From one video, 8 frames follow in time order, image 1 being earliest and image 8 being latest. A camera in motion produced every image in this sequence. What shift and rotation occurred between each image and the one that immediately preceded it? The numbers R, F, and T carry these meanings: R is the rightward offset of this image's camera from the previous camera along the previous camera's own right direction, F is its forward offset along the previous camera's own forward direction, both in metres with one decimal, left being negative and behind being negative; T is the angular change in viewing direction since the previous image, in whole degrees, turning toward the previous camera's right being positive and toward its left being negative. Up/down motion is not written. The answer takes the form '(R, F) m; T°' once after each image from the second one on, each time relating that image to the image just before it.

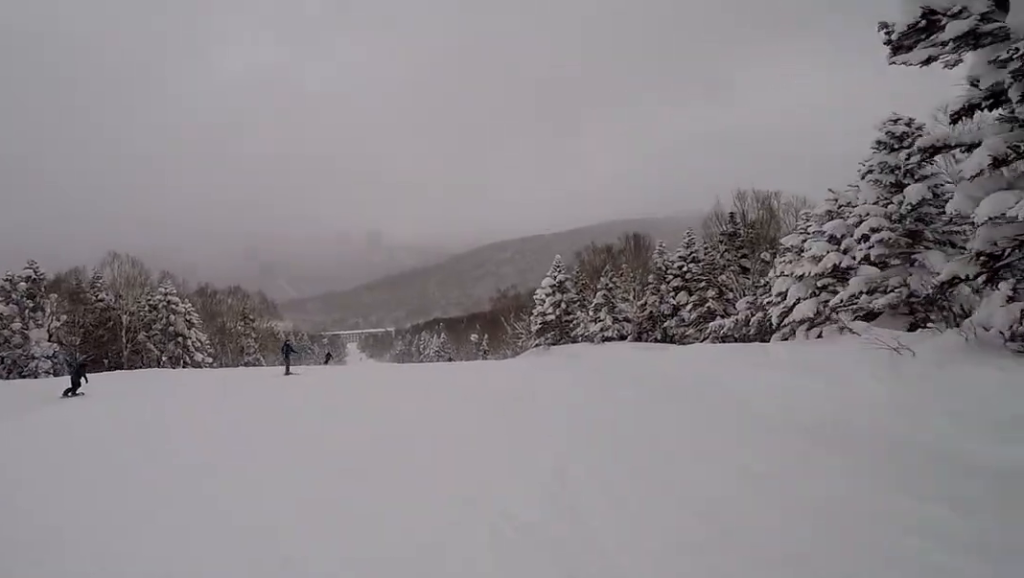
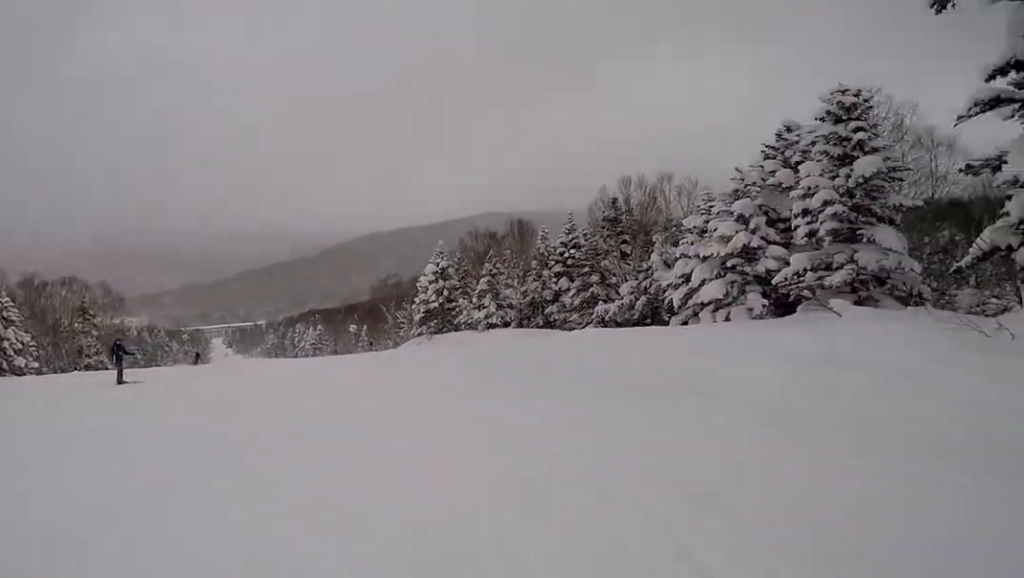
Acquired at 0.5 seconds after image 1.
(+0.3, +2.8) m; +6°
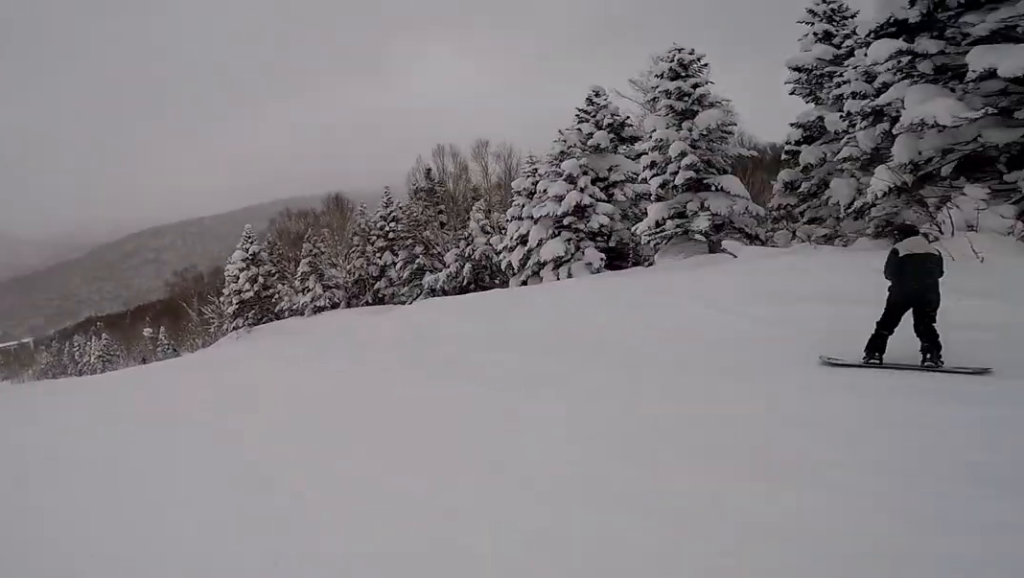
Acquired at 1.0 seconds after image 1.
(+0.1, +2.4) m; +5°
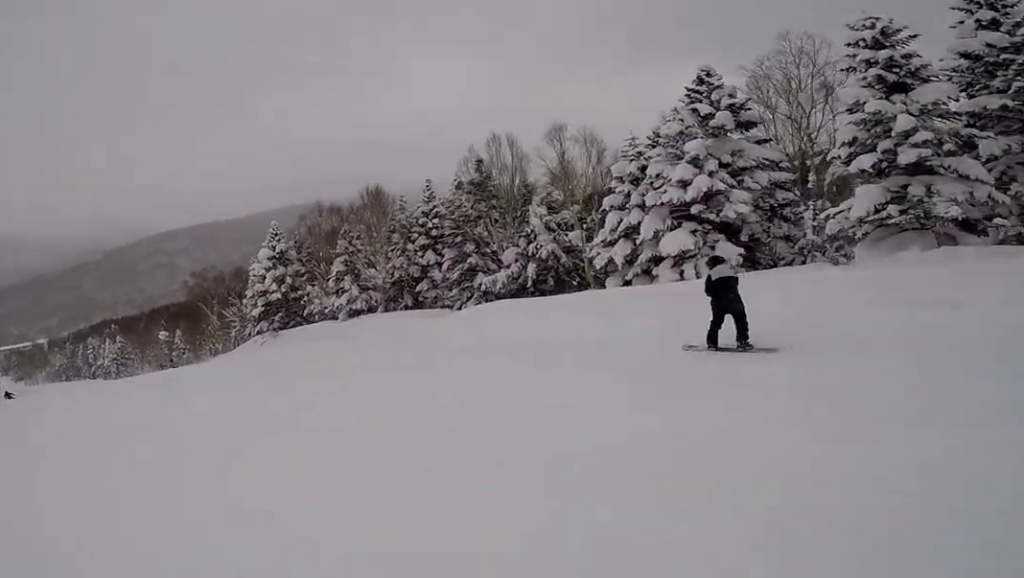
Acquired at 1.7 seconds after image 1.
(+0.1, +3.5) m; +8°
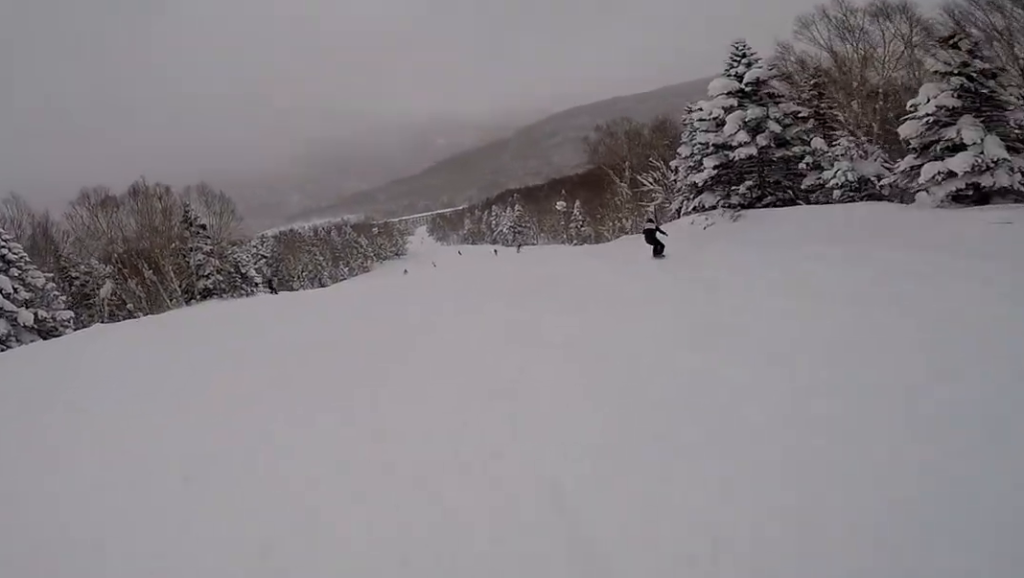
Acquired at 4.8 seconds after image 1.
(-2.8, +15.6) m; -28°
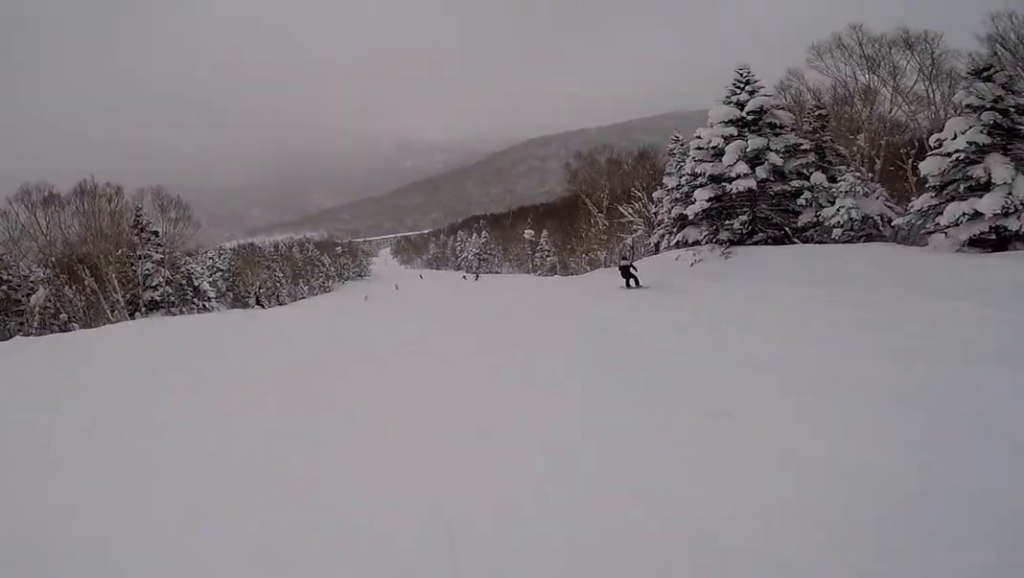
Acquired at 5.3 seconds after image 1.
(0.0, +2.6) m; 0°
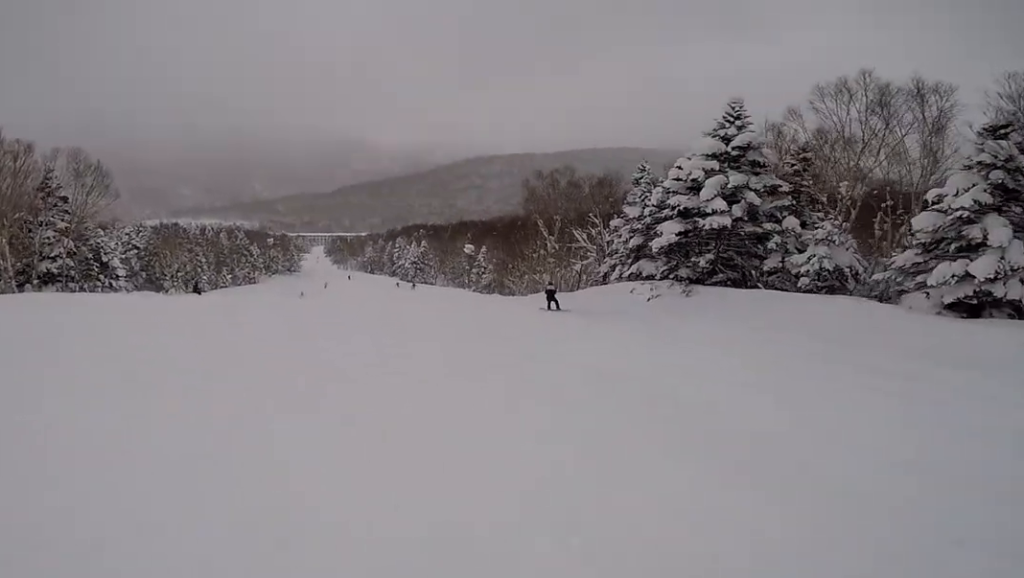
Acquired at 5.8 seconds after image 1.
(0.0, +2.8) m; 0°
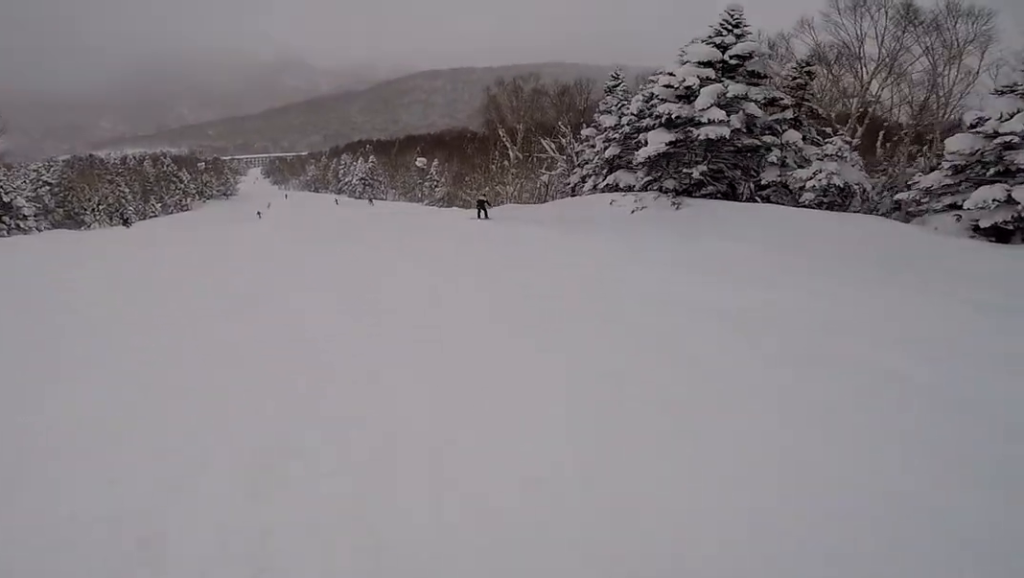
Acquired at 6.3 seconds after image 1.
(0.0, +2.8) m; +8°
